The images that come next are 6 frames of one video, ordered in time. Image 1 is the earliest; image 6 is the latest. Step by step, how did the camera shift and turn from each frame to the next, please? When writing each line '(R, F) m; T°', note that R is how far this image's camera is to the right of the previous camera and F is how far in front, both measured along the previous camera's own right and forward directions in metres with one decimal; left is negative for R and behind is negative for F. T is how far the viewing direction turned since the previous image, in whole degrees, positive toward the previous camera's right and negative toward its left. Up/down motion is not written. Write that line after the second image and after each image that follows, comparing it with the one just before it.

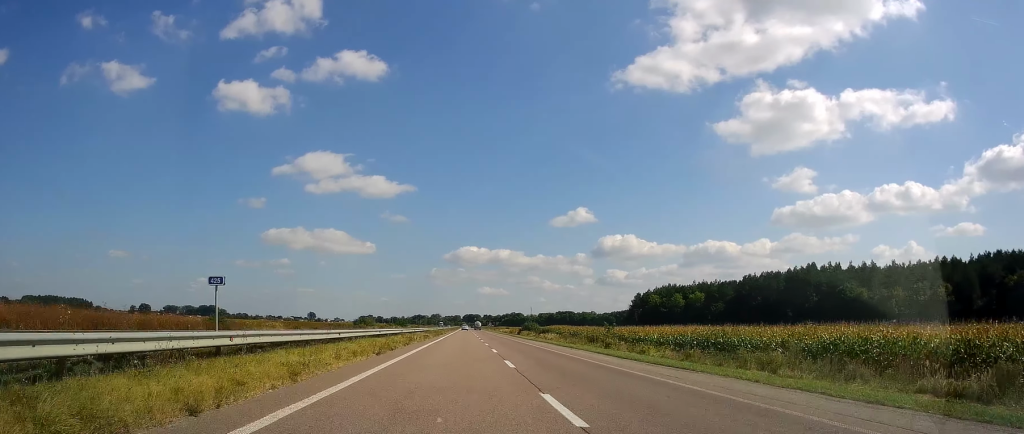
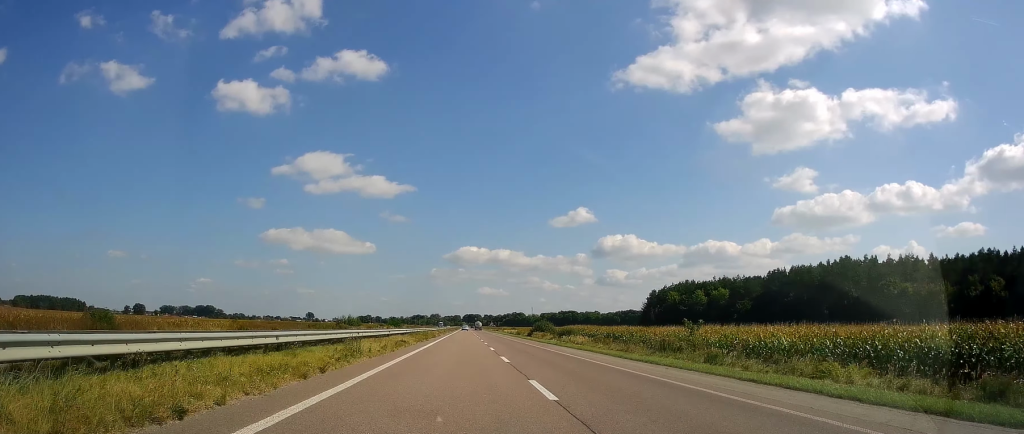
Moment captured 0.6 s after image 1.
(0.0, +20.0) m; 0°
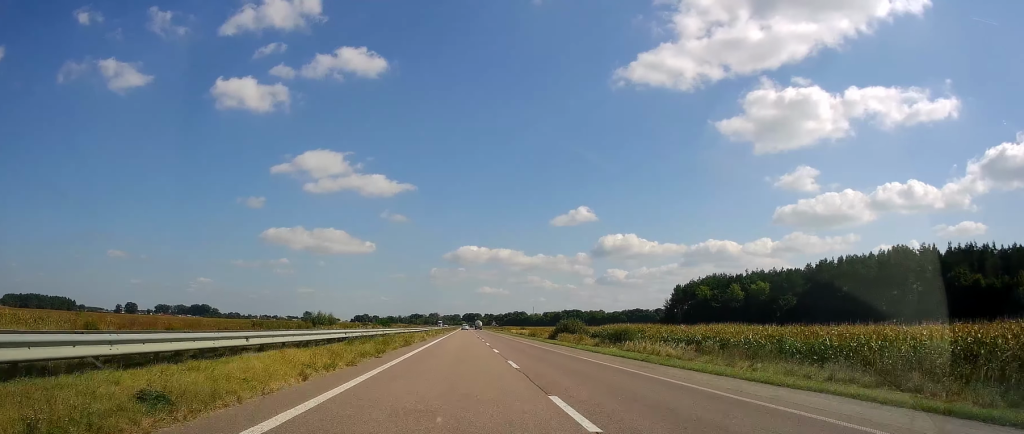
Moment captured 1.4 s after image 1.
(-0.8, +27.2) m; 0°
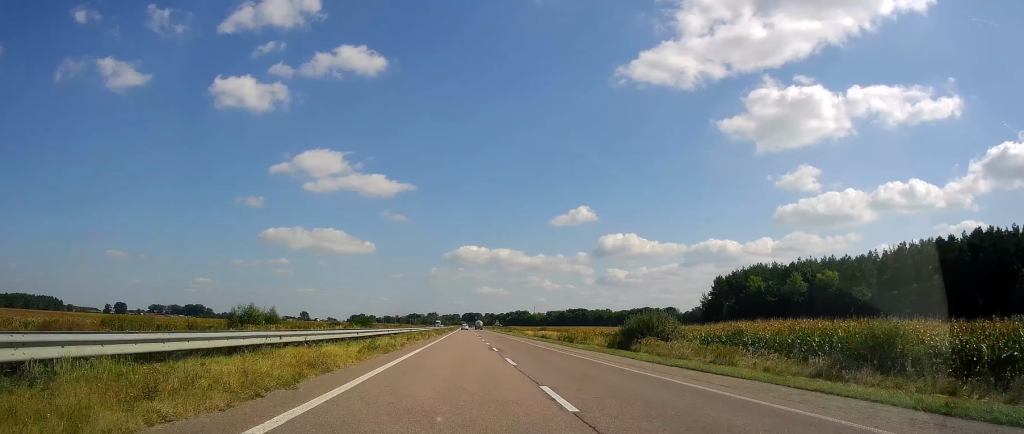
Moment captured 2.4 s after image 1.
(+1.0, +34.3) m; +1°
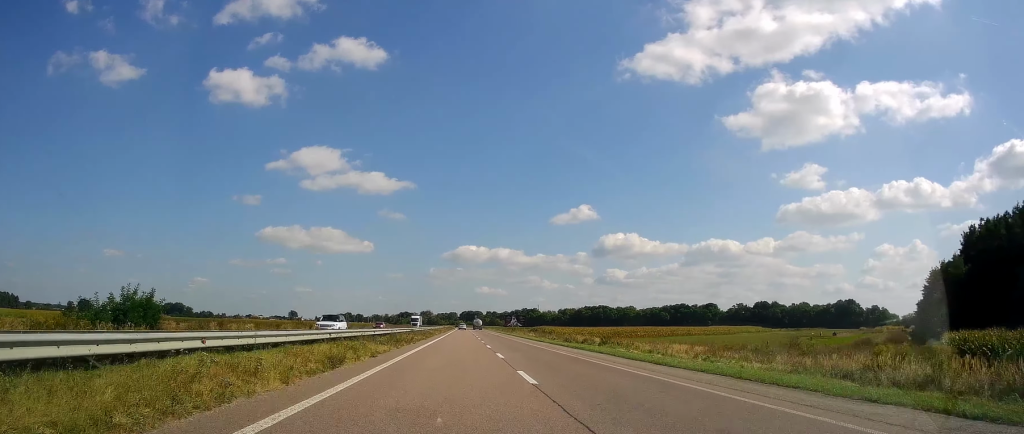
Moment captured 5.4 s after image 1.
(-0.6, +103.0) m; -1°
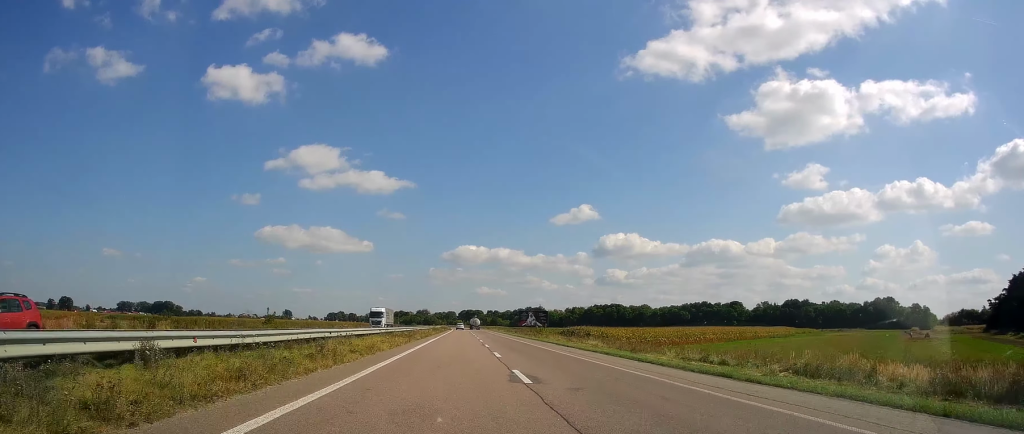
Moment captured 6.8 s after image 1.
(+0.4, +48.6) m; +1°
